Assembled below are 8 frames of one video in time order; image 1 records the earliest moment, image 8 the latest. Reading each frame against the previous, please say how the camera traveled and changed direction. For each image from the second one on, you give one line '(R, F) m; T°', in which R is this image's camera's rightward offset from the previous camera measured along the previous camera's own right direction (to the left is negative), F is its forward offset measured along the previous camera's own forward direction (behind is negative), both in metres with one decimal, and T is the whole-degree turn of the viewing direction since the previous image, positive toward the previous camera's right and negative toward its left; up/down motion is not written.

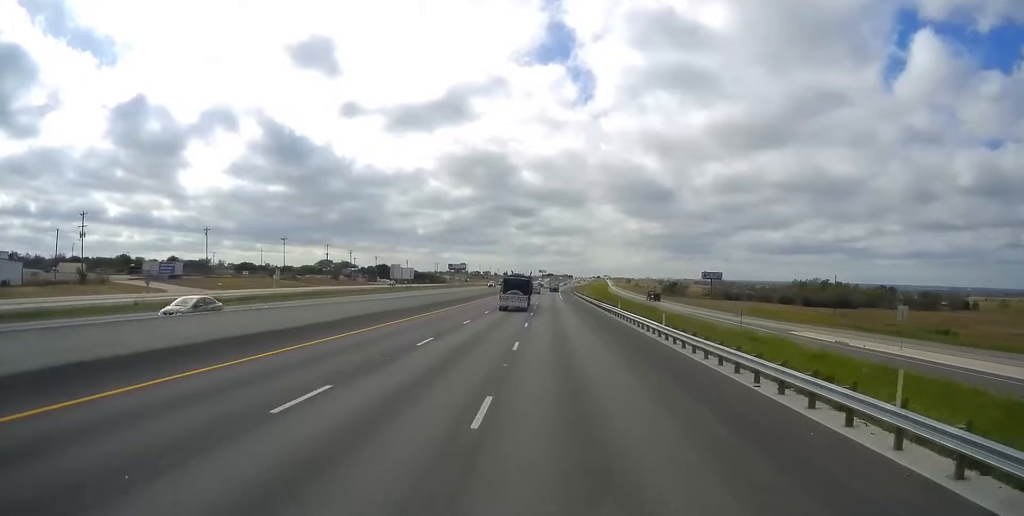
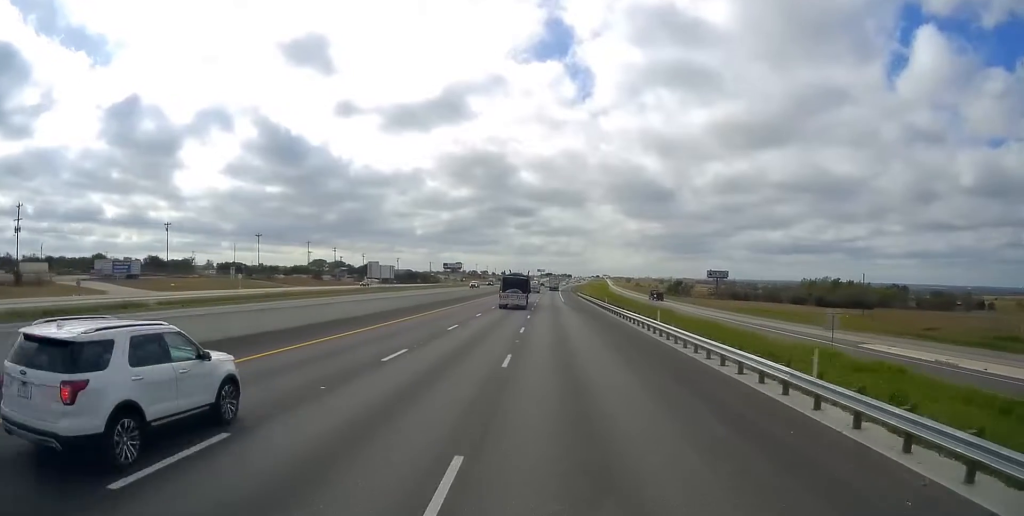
(+0.5, +17.3) m; +1°
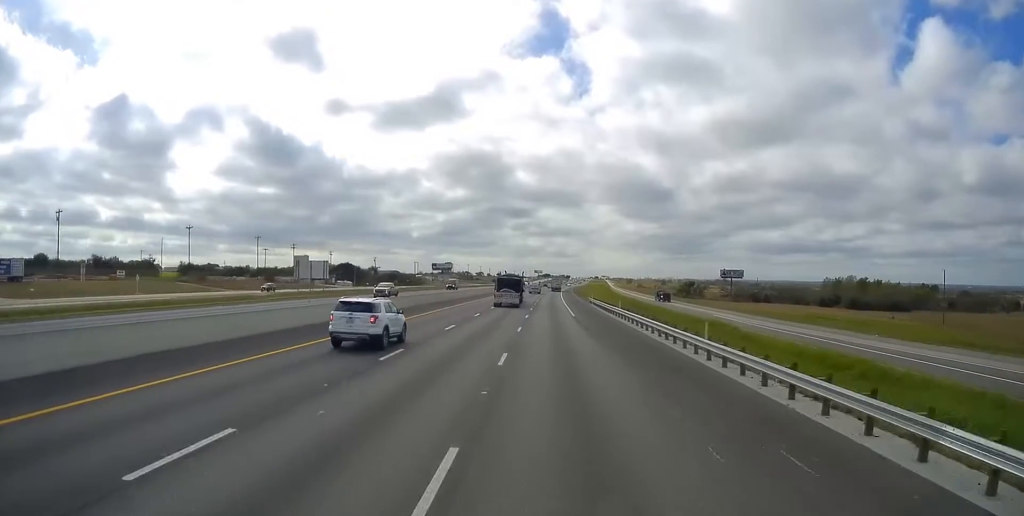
(0.0, +36.5) m; 0°
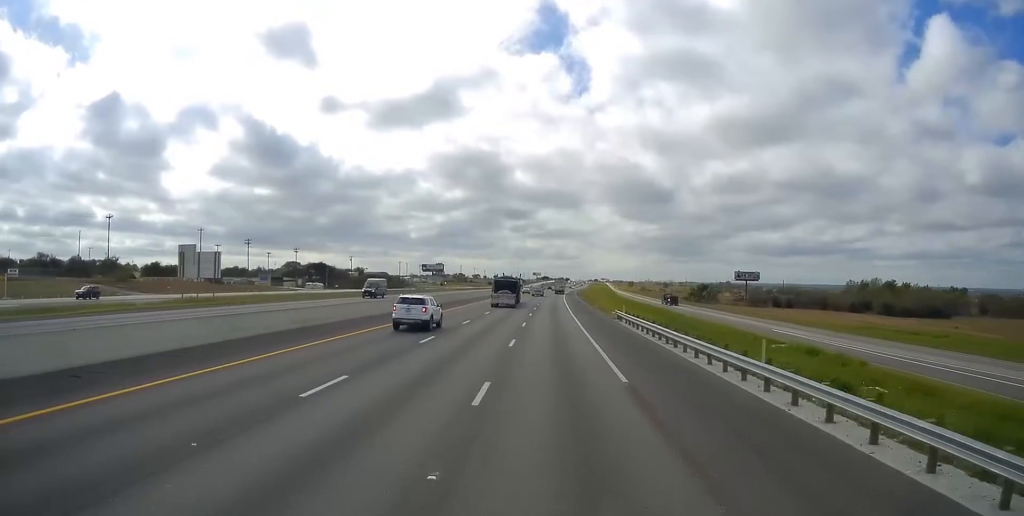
(+0.3, +30.8) m; +1°
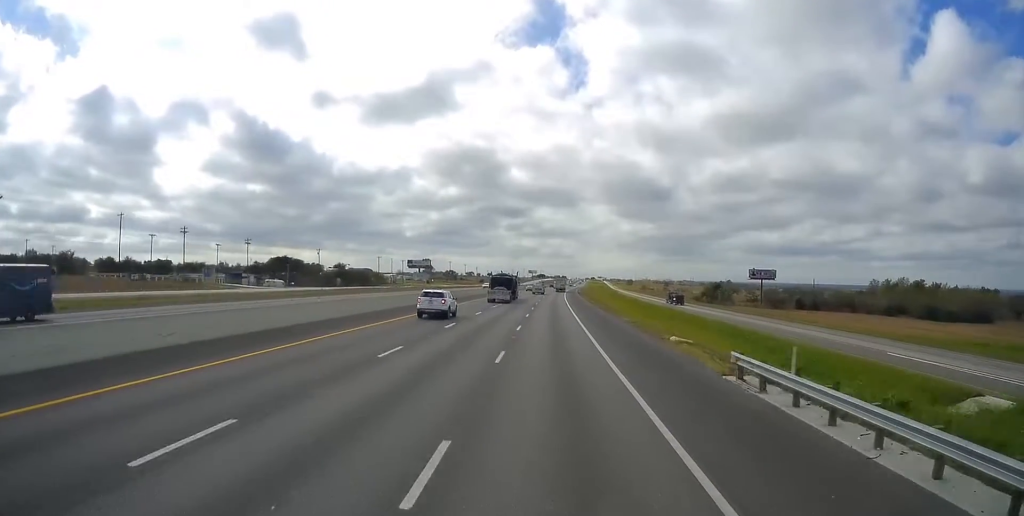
(0.0, +30.8) m; -2°
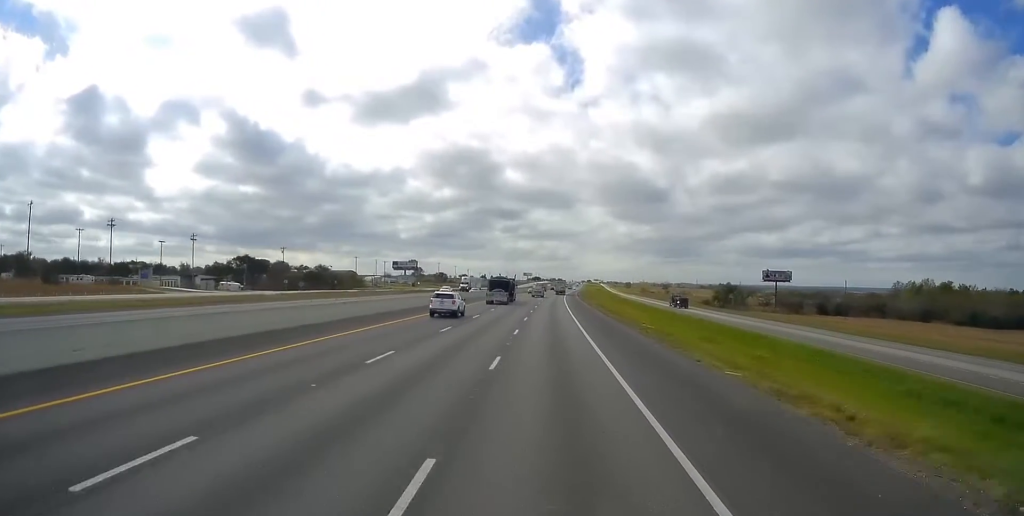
(-0.8, +26.0) m; +1°
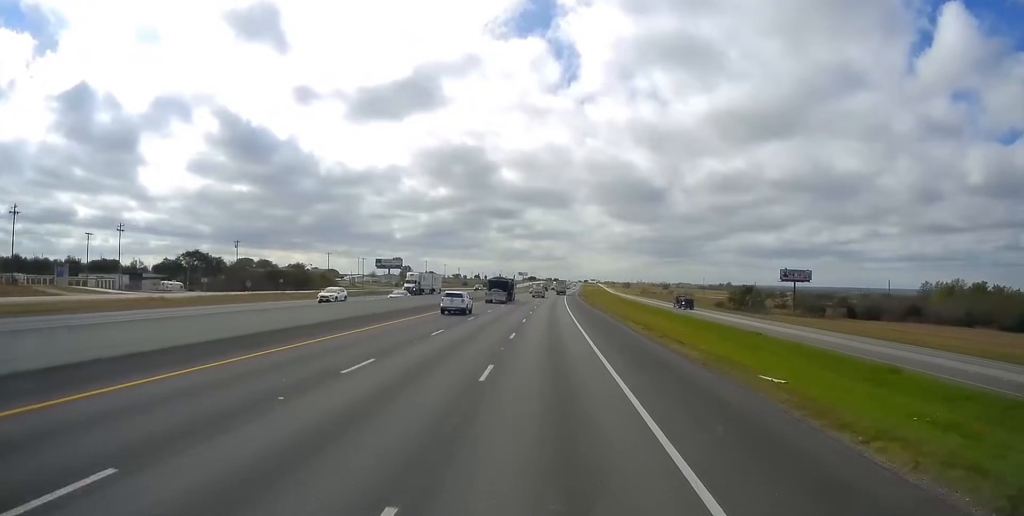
(+1.0, +26.9) m; +2°
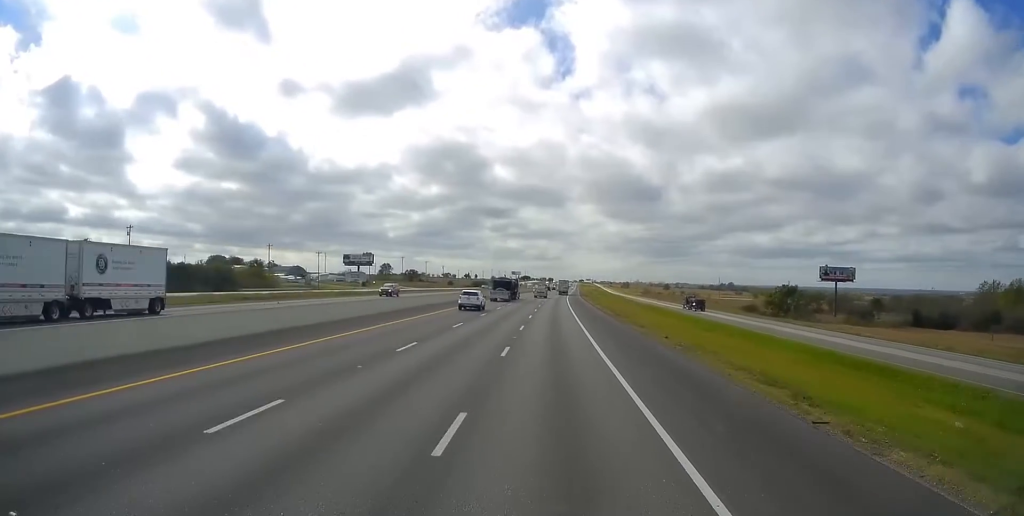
(+0.3, +44.1) m; 0°
